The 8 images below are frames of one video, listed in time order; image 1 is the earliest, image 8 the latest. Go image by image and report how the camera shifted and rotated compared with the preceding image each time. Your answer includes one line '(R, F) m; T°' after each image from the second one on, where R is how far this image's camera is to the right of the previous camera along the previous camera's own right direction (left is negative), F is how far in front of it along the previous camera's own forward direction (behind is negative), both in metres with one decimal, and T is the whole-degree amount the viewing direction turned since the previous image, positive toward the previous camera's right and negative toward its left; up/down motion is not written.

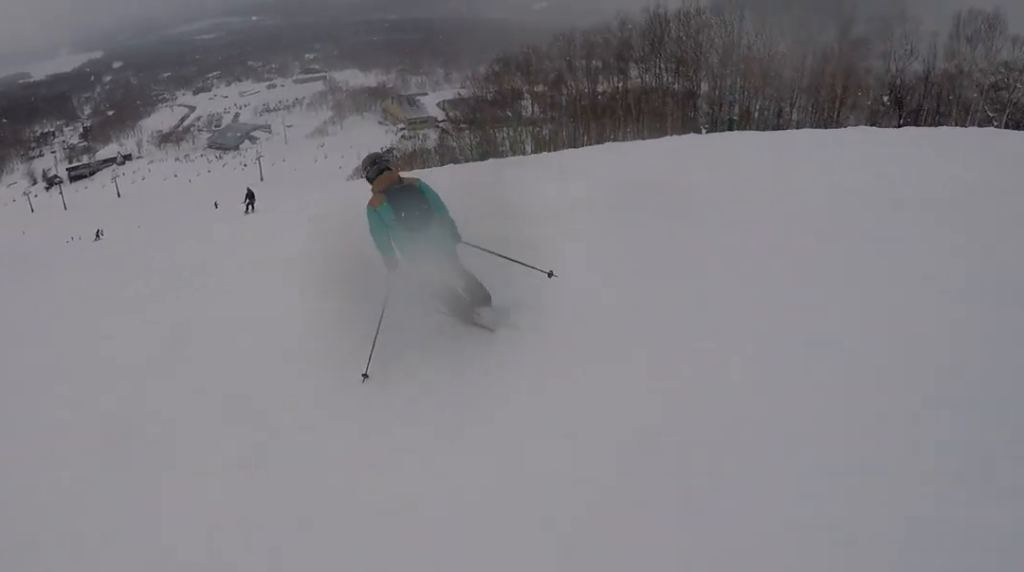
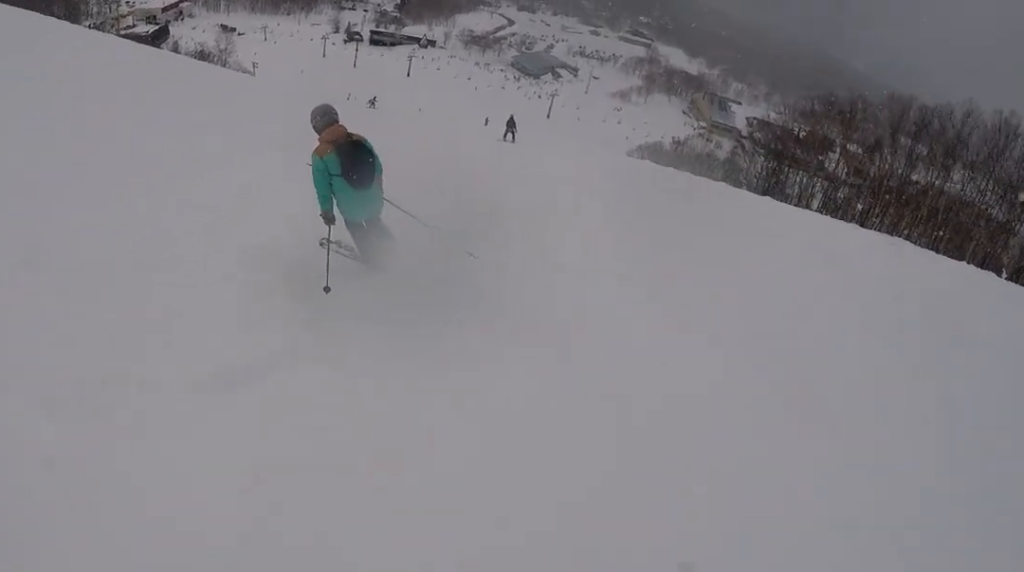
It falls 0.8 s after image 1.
(-0.4, +3.8) m; -22°
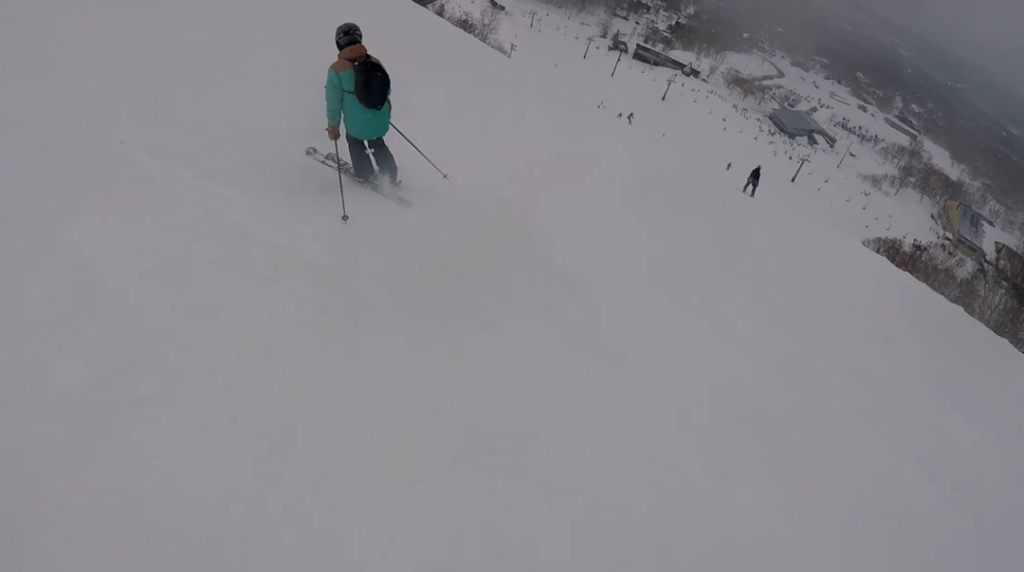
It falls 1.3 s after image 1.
(+0.1, +2.5) m; -21°
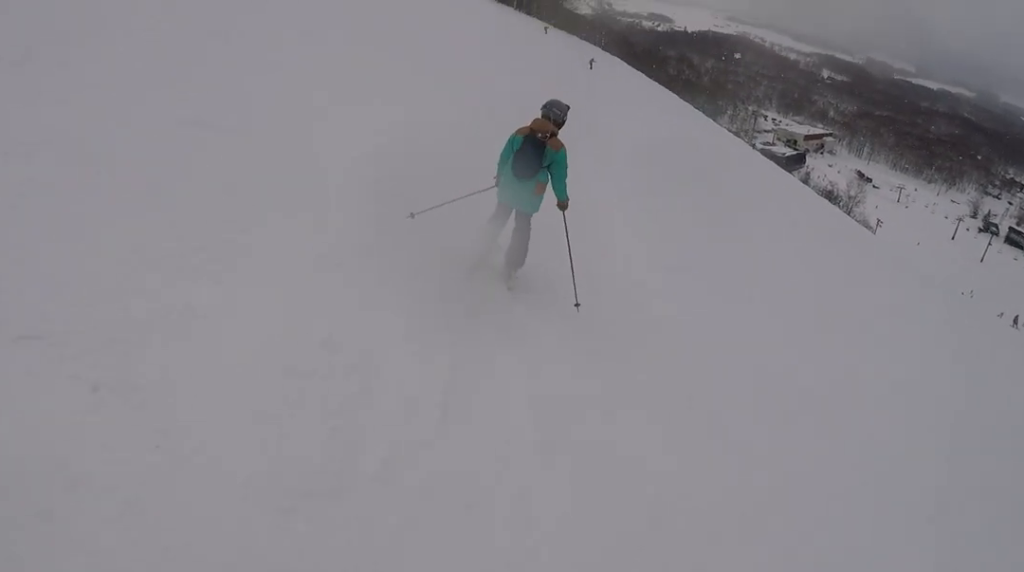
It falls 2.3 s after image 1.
(-1.9, +4.4) m; -26°
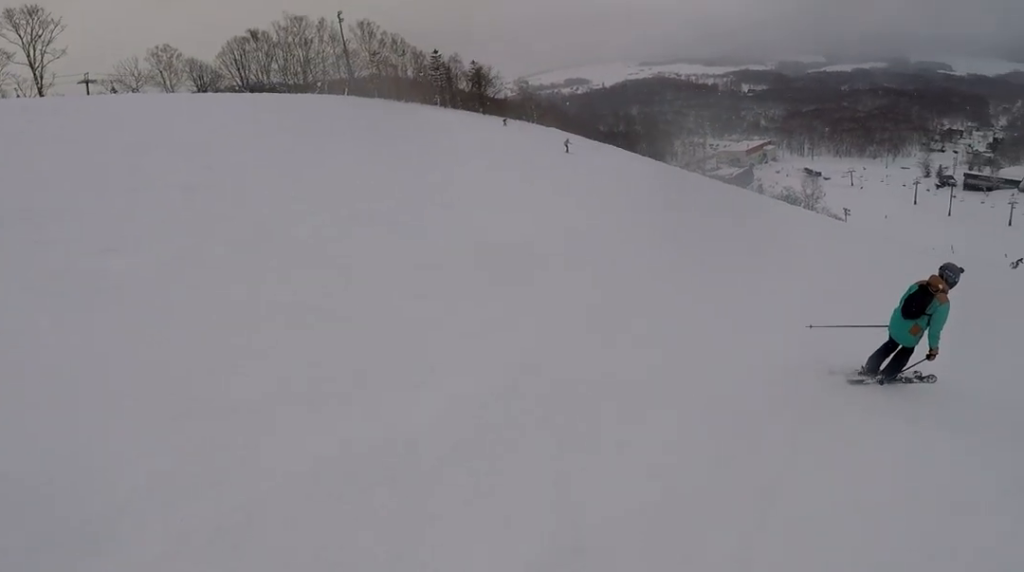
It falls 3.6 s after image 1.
(-0.3, +6.2) m; +15°
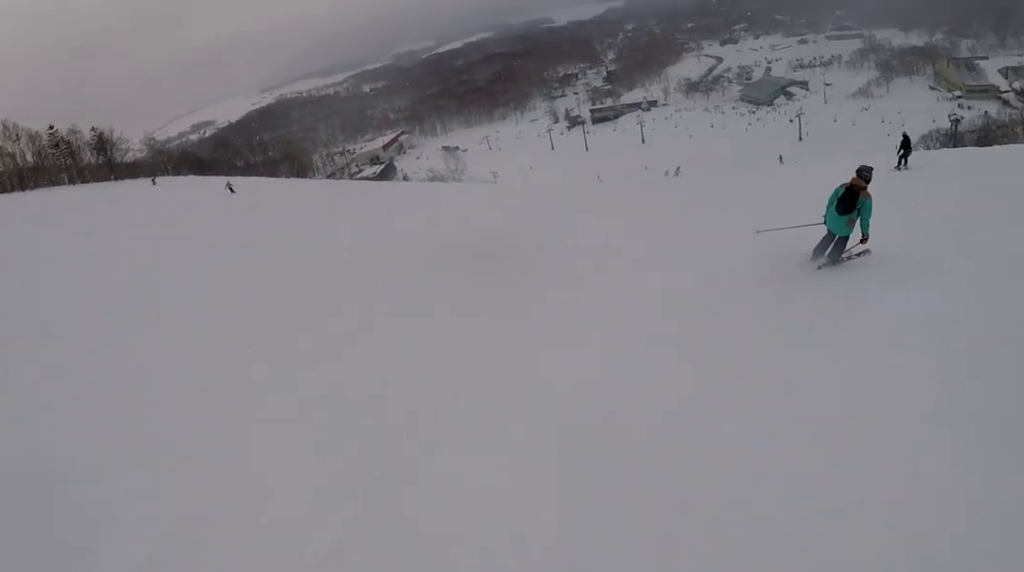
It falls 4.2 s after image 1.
(+0.4, +3.3) m; +26°
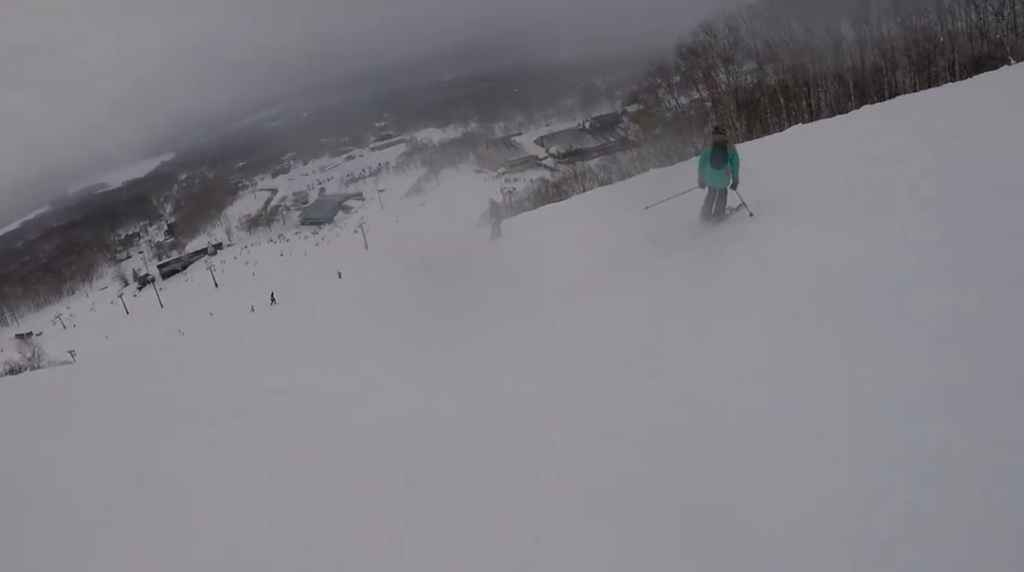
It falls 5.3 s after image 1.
(+2.2, +4.6) m; +46°
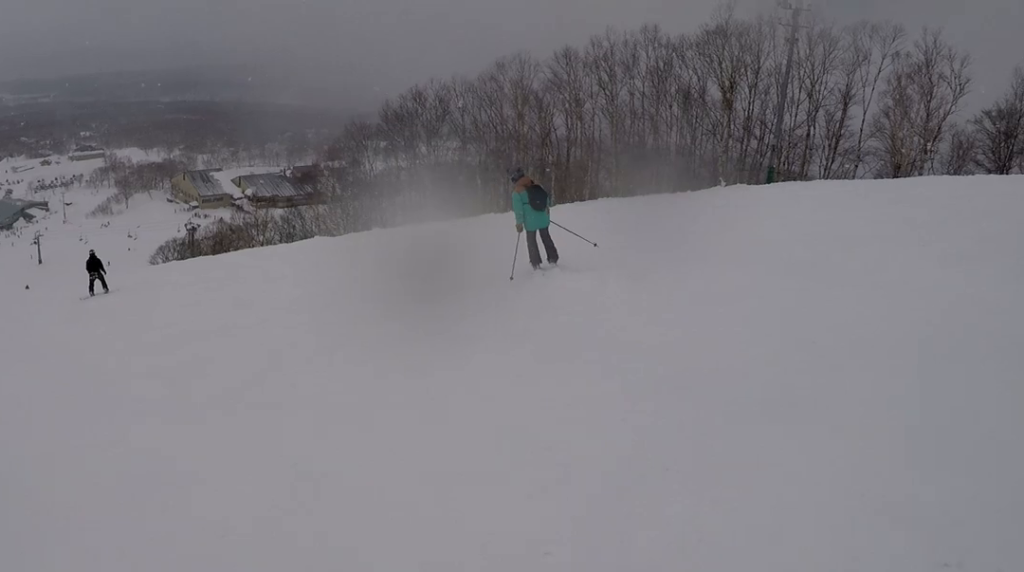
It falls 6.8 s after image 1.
(+1.2, +6.9) m; -4°
